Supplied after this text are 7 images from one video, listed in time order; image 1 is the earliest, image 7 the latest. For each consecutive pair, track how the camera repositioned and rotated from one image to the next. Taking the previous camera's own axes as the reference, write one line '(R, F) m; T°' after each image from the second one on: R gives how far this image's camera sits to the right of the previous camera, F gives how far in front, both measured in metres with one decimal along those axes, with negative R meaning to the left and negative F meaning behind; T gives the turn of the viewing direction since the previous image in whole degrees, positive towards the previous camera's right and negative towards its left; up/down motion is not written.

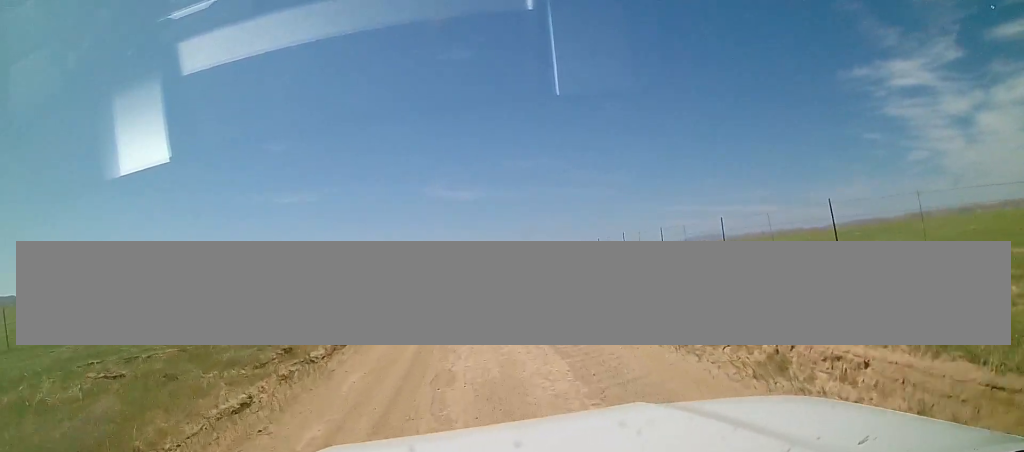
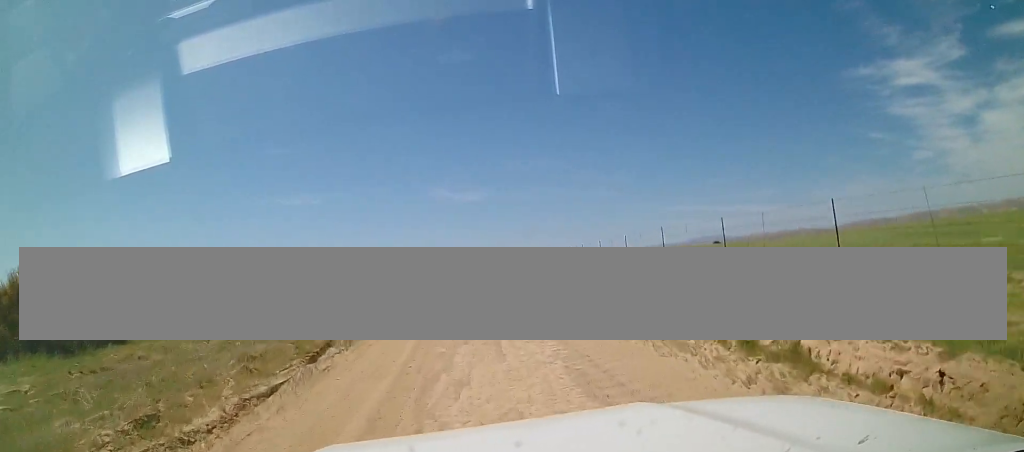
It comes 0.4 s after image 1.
(-0.2, +4.8) m; 0°
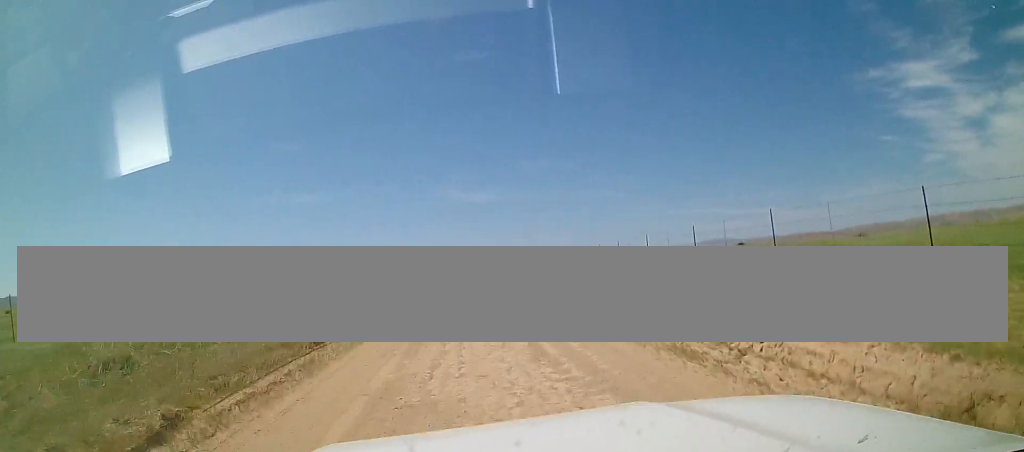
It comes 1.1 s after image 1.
(-0.2, +7.0) m; 0°
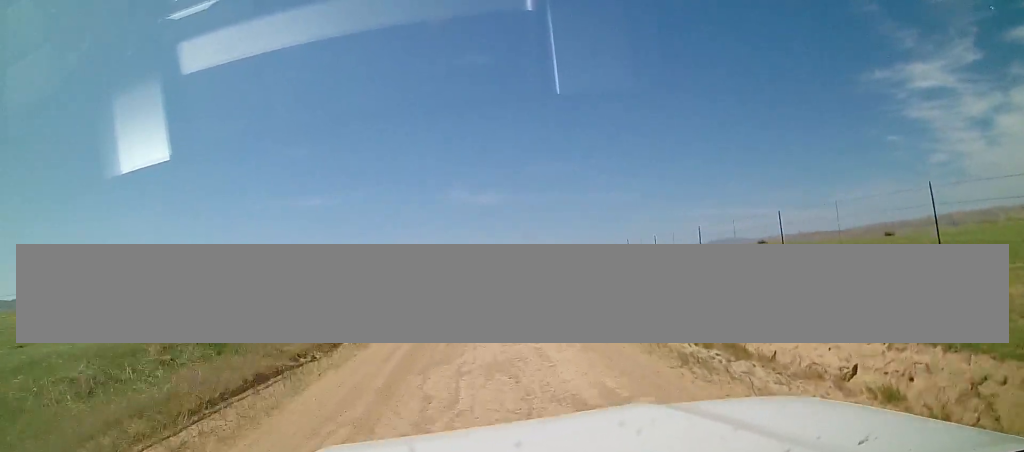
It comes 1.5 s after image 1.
(+0.2, +4.9) m; +1°
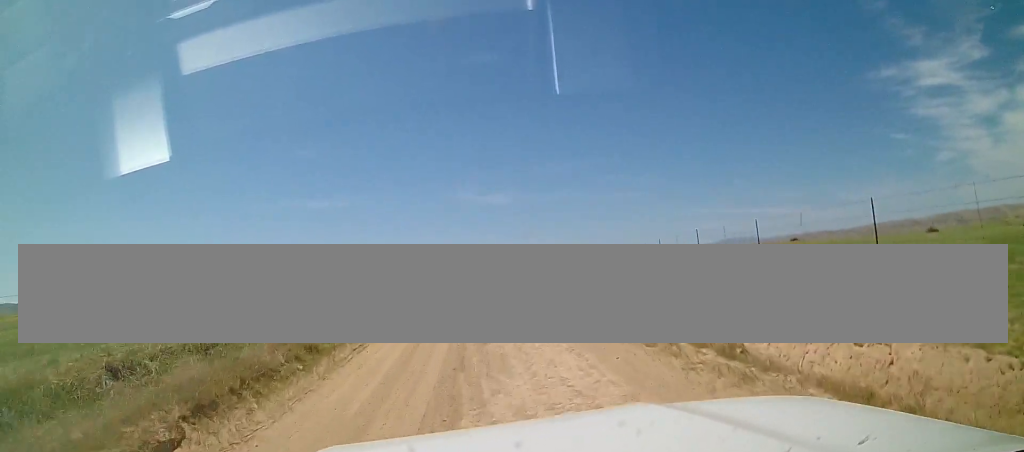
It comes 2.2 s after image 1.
(+0.2, +8.2) m; 0°
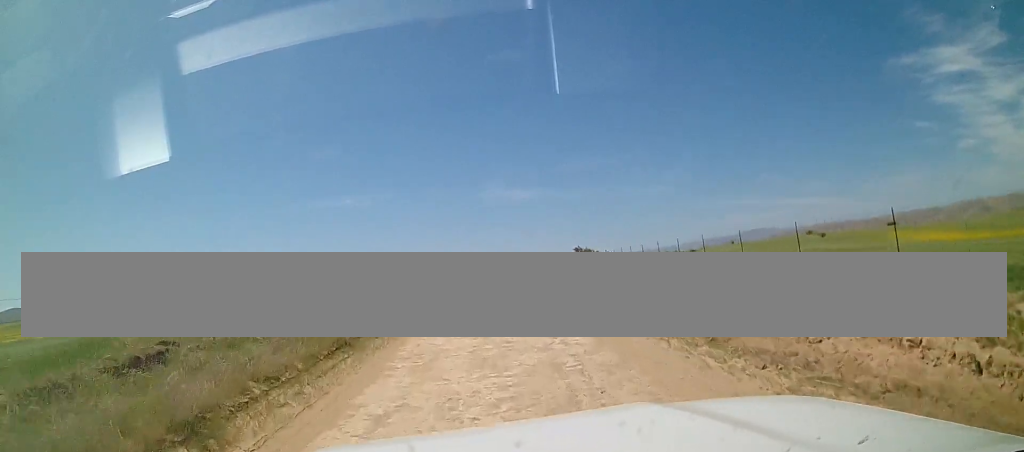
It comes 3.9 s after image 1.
(-1.4, +18.6) m; -6°
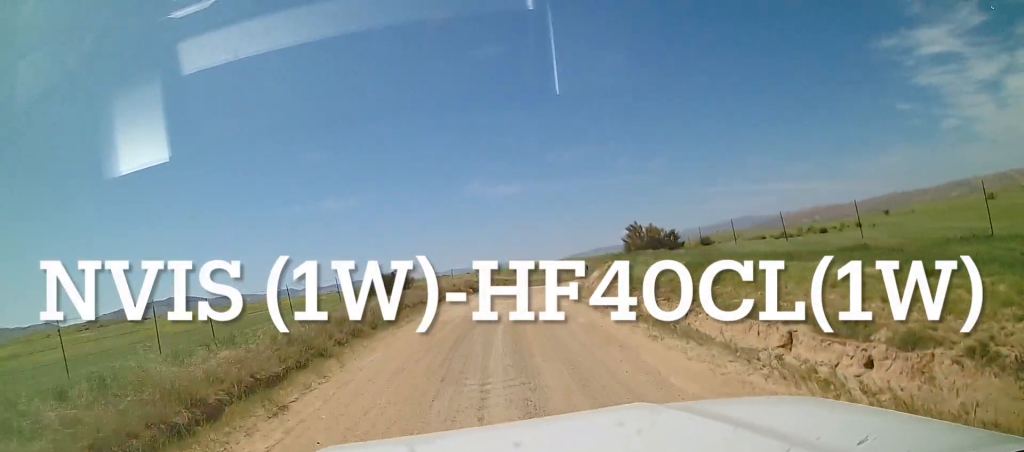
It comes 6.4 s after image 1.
(+0.2, +26.5) m; +3°
